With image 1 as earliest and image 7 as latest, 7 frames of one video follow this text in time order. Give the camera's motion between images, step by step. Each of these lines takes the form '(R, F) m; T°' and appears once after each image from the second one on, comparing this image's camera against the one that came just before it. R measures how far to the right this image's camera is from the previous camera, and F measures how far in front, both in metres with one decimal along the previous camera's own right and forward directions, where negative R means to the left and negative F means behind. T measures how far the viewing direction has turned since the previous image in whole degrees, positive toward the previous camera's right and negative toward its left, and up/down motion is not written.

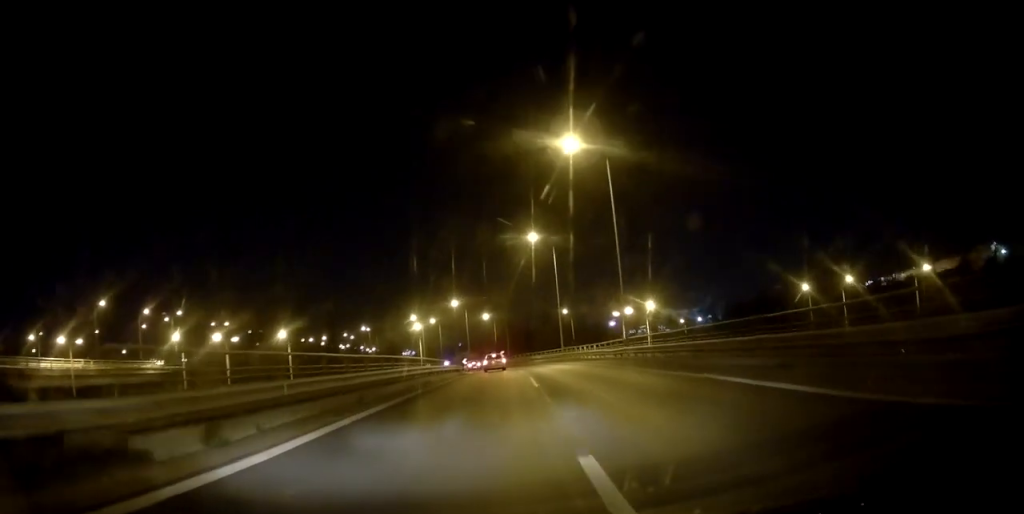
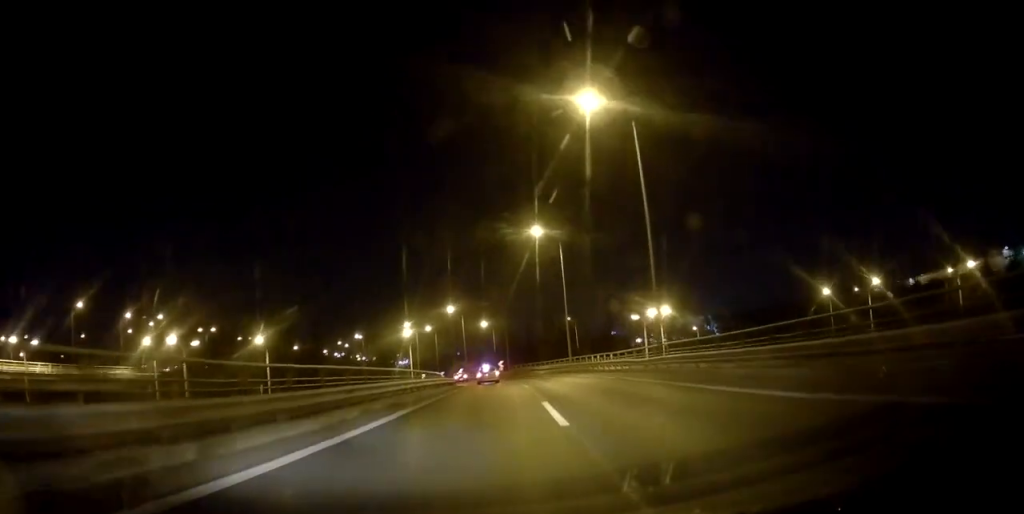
(0.0, +8.2) m; 0°
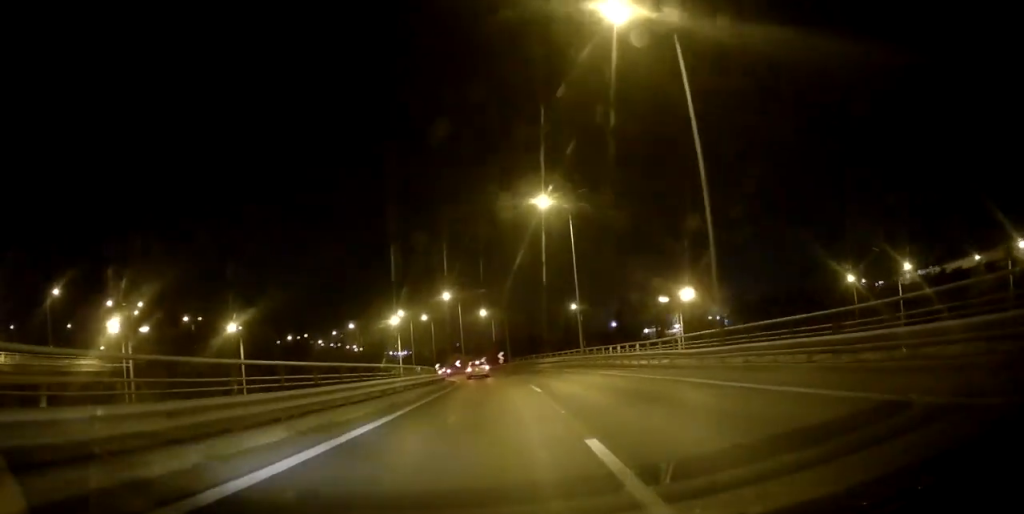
(0.0, +8.2) m; -1°
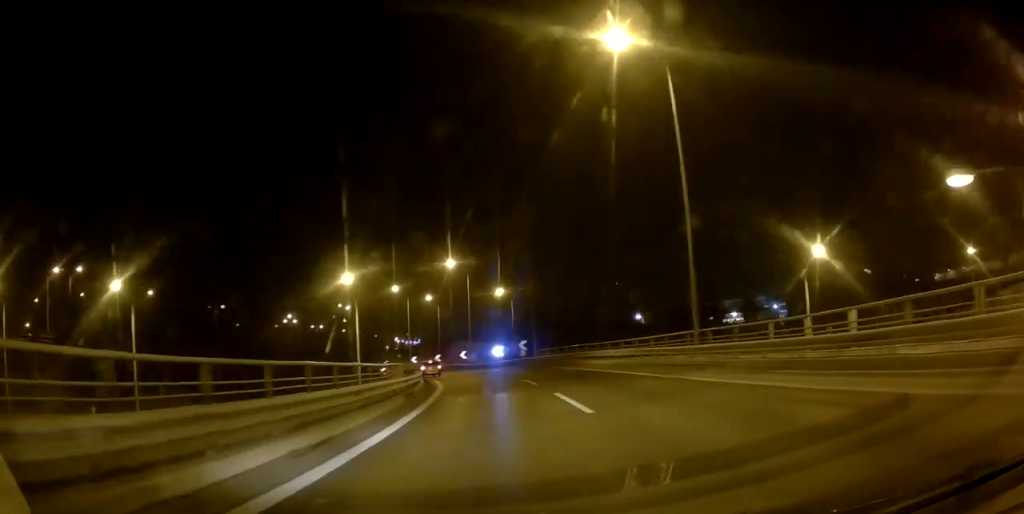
(-0.6, +26.0) m; -3°
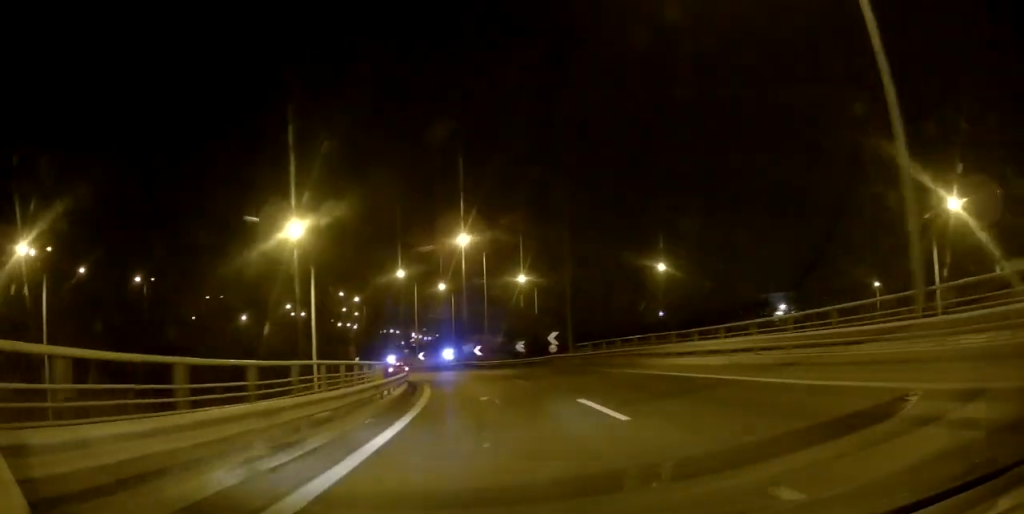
(-0.1, +13.0) m; -2°
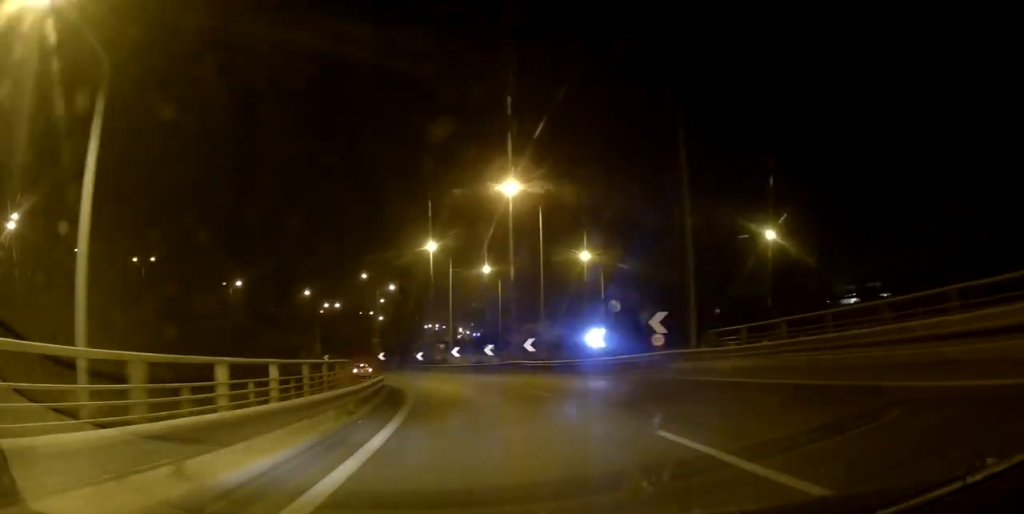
(-0.7, +18.4) m; -6°
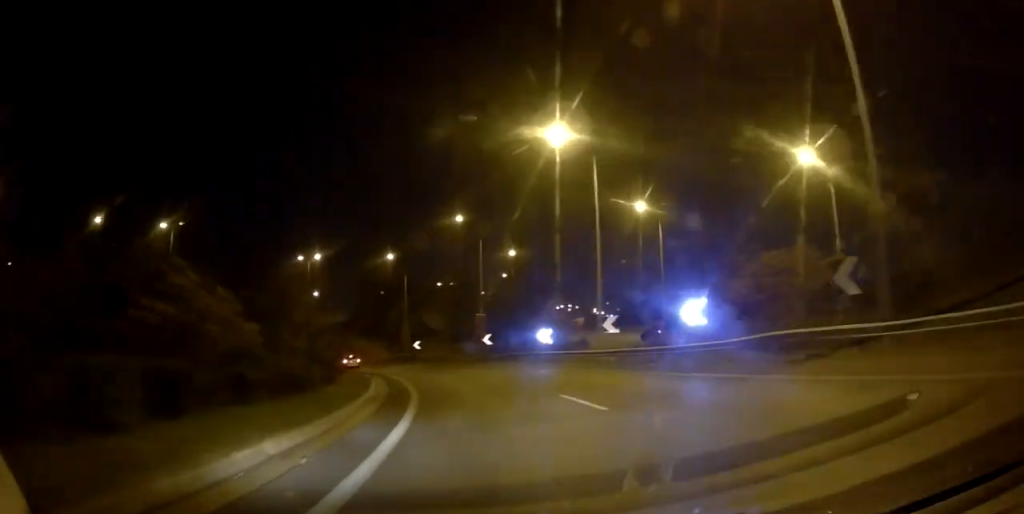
(-2.9, +29.3) m; -12°
